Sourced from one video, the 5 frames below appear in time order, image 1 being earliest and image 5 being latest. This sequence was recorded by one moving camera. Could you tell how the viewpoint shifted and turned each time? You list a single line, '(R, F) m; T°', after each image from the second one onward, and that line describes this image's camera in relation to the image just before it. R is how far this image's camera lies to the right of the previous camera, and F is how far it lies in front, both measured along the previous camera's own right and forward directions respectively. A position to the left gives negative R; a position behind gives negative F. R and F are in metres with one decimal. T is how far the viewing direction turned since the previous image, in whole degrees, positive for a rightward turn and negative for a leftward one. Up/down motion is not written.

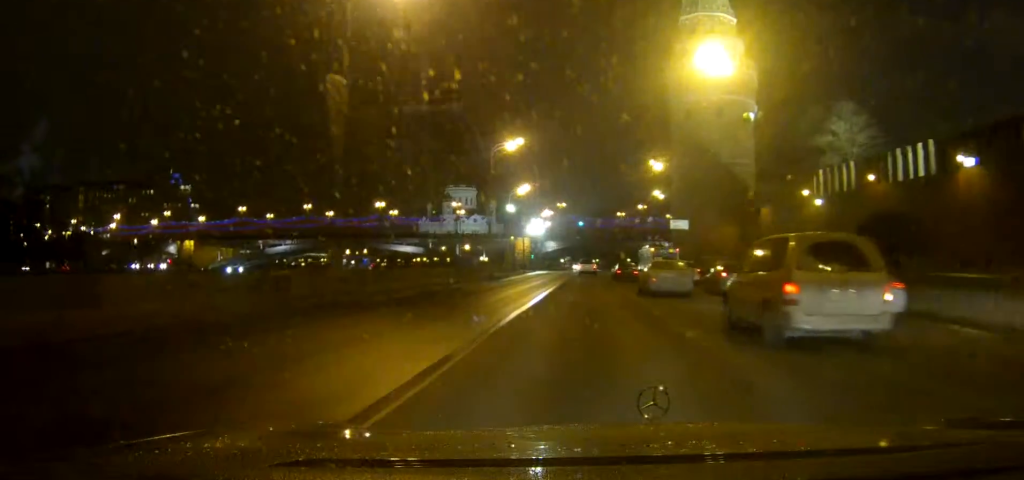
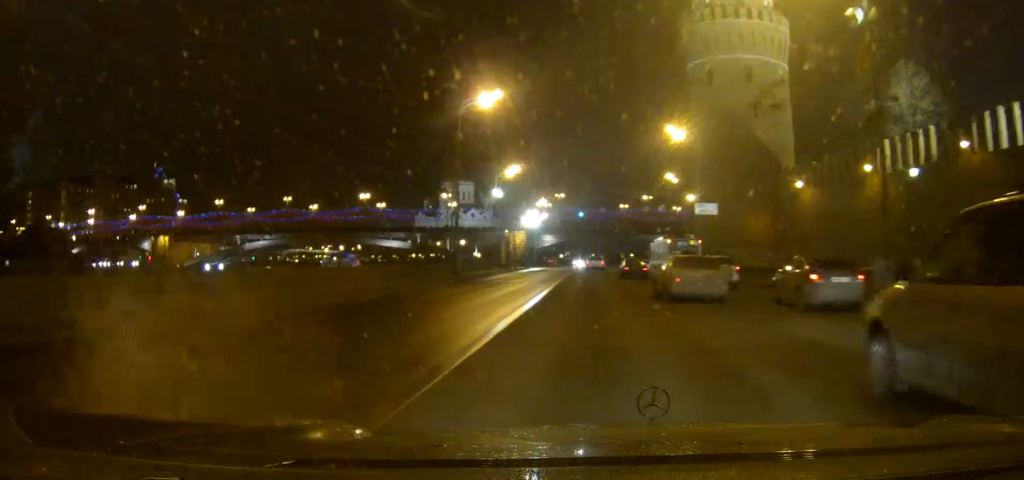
(0.0, +17.1) m; 0°
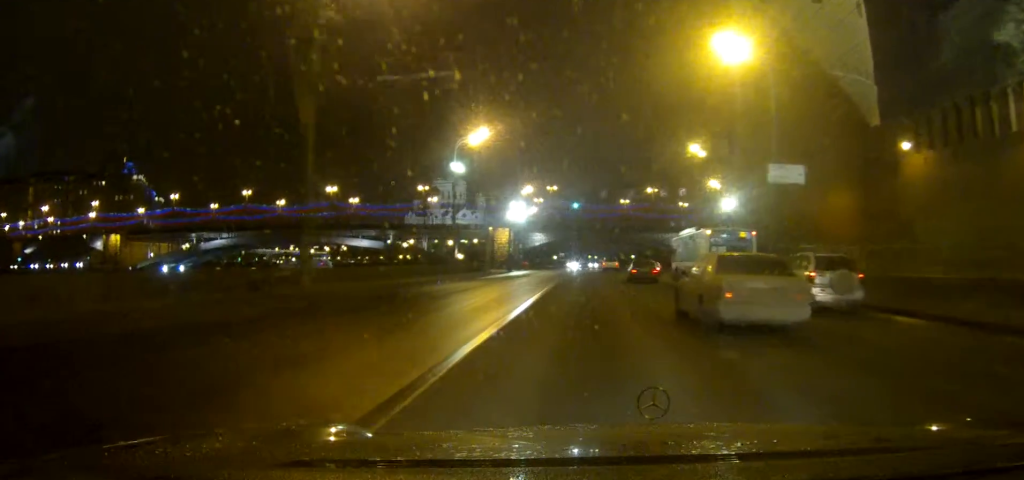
(0.0, +26.2) m; 0°
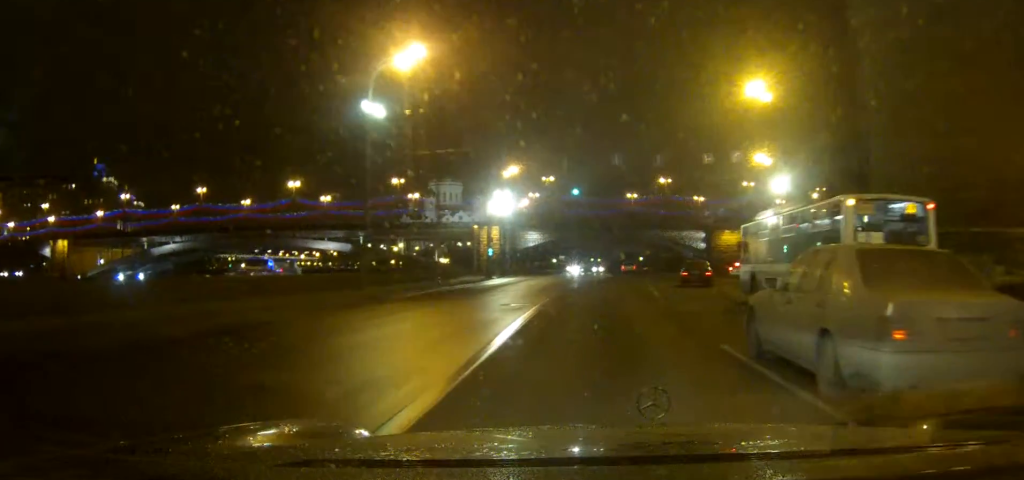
(0.0, +26.6) m; 0°
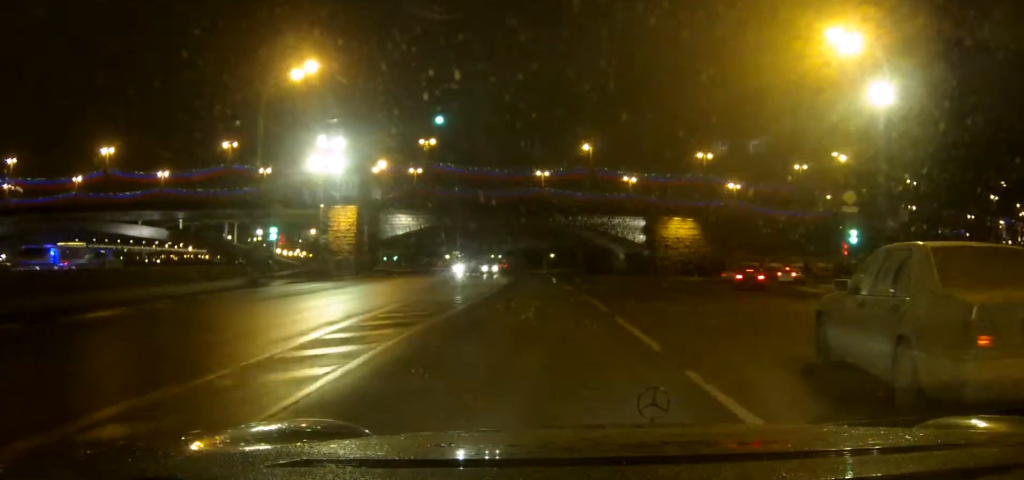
(+3.1, +43.6) m; +9°
